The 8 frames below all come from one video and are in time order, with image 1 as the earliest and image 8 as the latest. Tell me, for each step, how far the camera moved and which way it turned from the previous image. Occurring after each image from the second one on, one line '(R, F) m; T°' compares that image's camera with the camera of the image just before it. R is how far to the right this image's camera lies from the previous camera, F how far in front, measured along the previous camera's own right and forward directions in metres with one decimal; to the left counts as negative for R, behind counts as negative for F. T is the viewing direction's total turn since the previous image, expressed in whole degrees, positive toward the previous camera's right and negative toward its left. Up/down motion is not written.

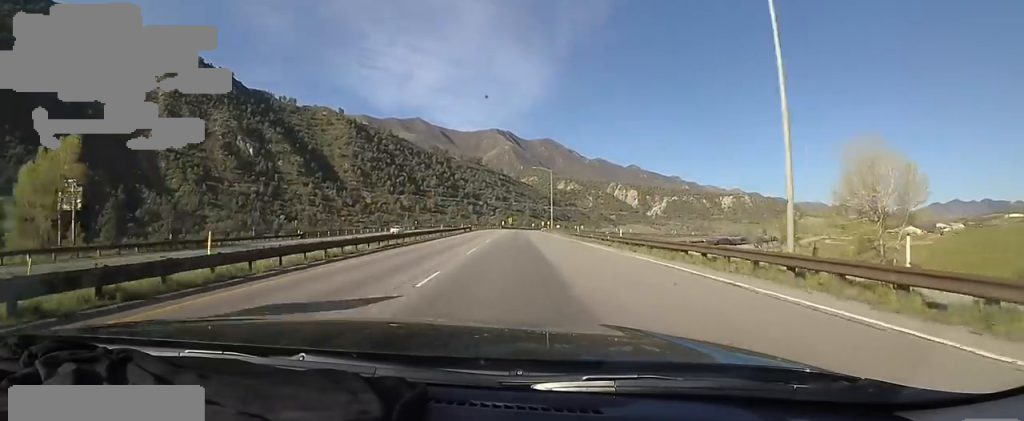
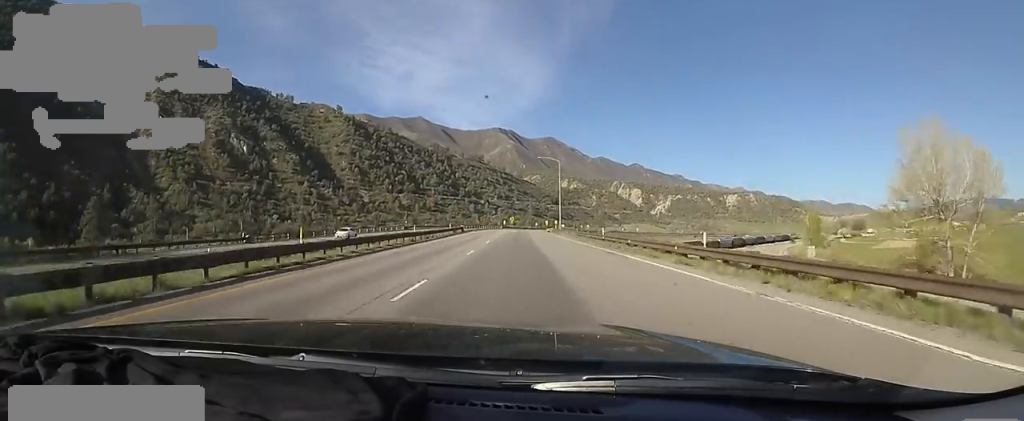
(-0.4, +13.7) m; +1°
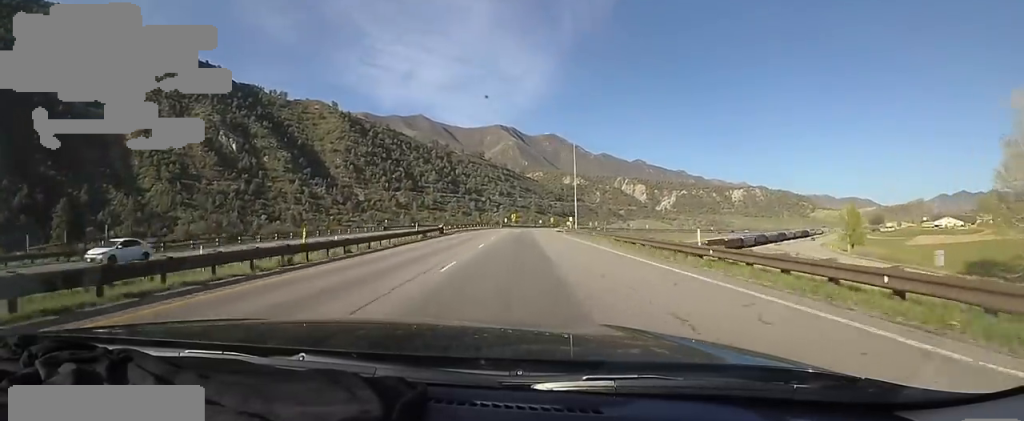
(-0.4, +18.9) m; +1°
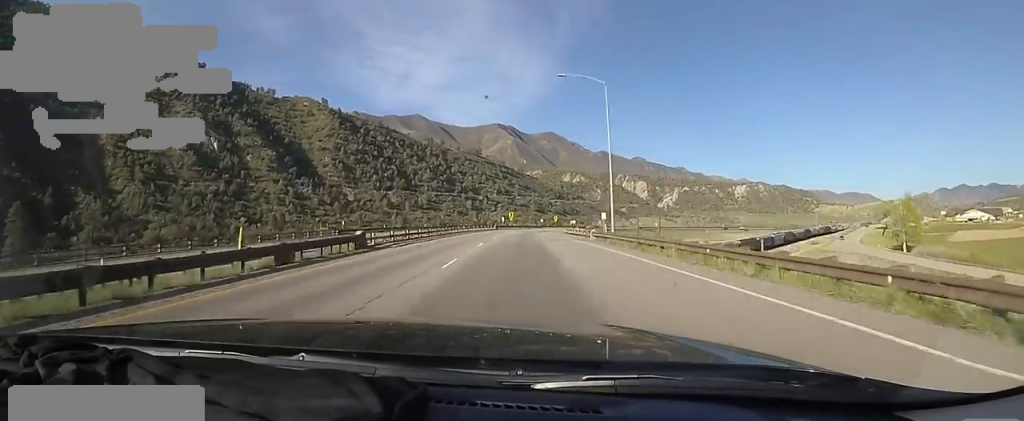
(+1.3, +23.0) m; +1°
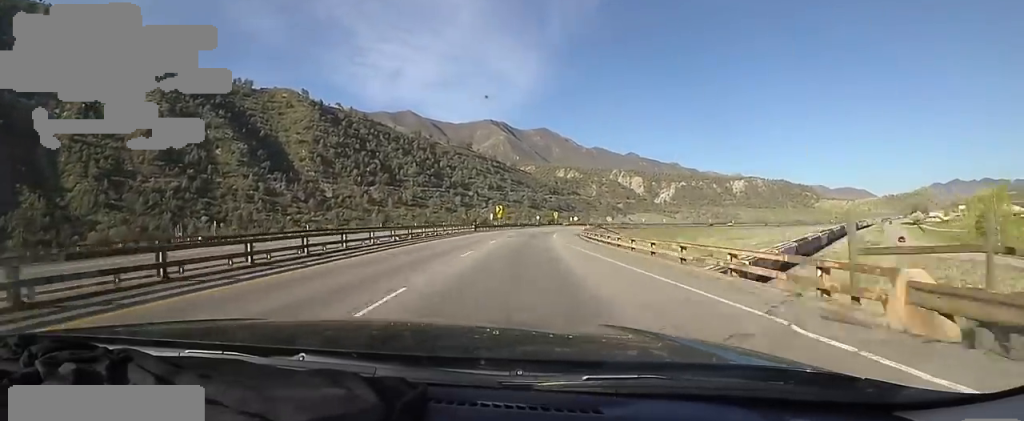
(-0.5, +30.6) m; 0°
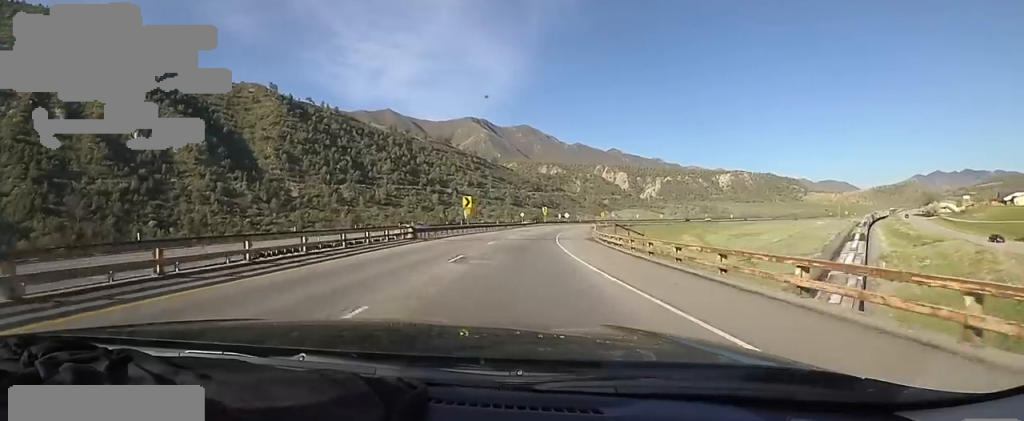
(+0.5, +26.5) m; +1°
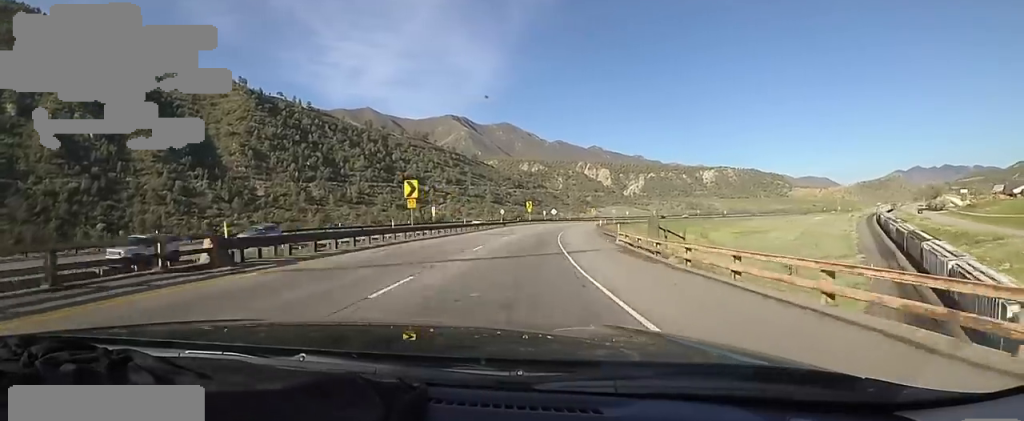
(+0.2, +20.2) m; +2°
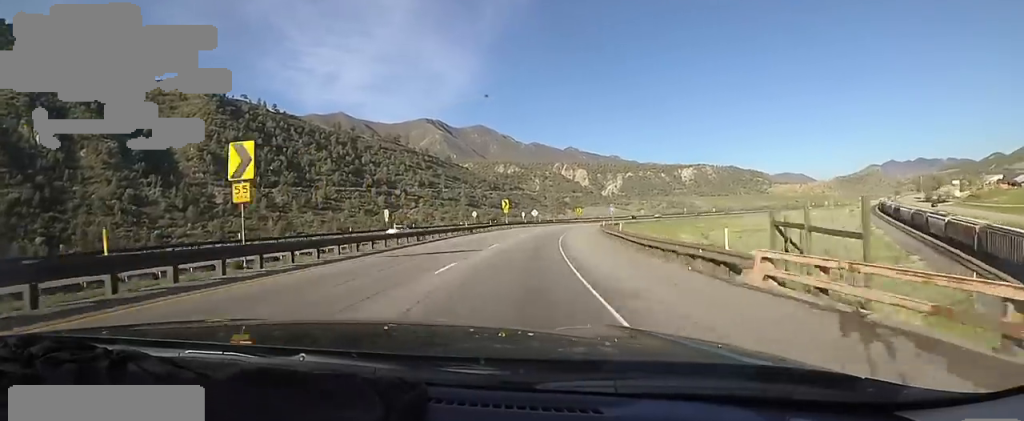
(-0.5, +19.2) m; +2°
